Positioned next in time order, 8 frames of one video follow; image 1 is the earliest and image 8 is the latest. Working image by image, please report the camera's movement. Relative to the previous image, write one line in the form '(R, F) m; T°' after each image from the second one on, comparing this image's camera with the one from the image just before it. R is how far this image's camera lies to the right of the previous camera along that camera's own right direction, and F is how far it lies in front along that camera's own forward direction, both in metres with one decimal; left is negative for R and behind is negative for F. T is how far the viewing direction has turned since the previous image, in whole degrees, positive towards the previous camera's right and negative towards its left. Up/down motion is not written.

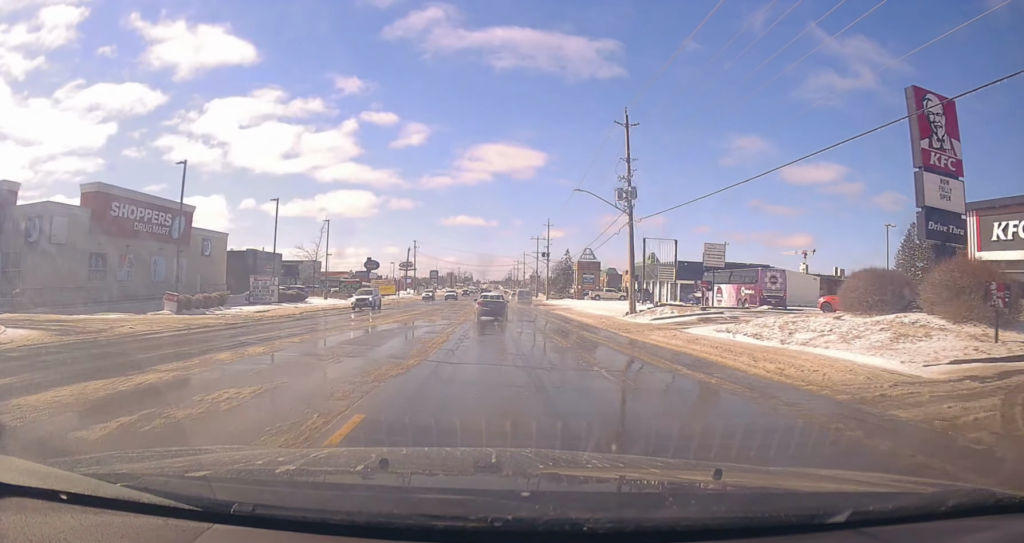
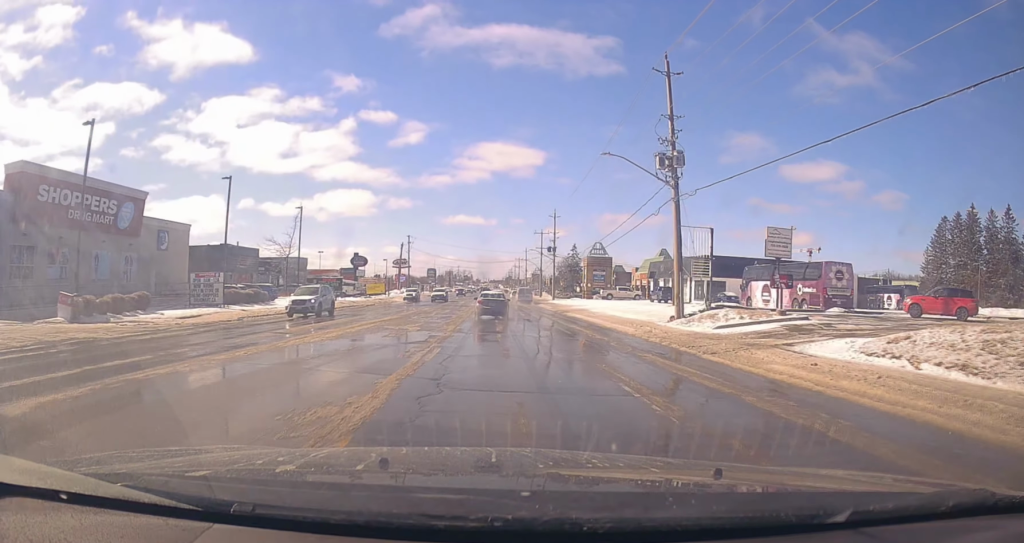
(-0.8, +9.8) m; +1°
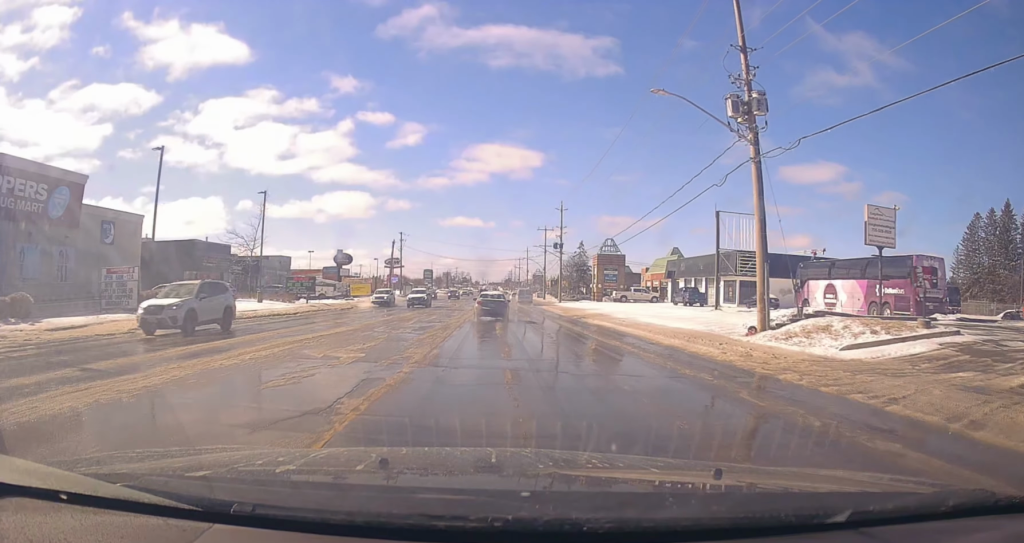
(+0.7, +9.7) m; 0°
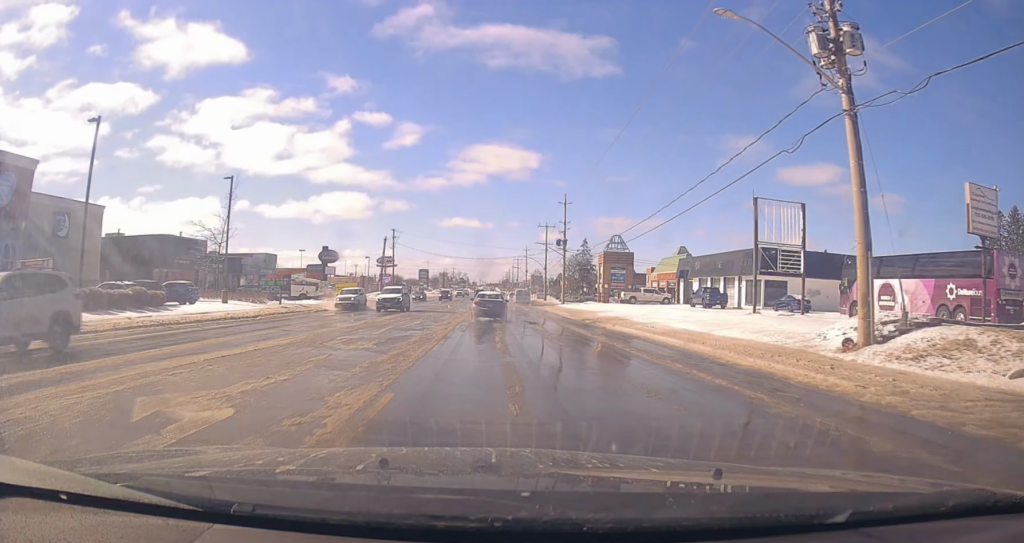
(+0.5, +6.3) m; 0°
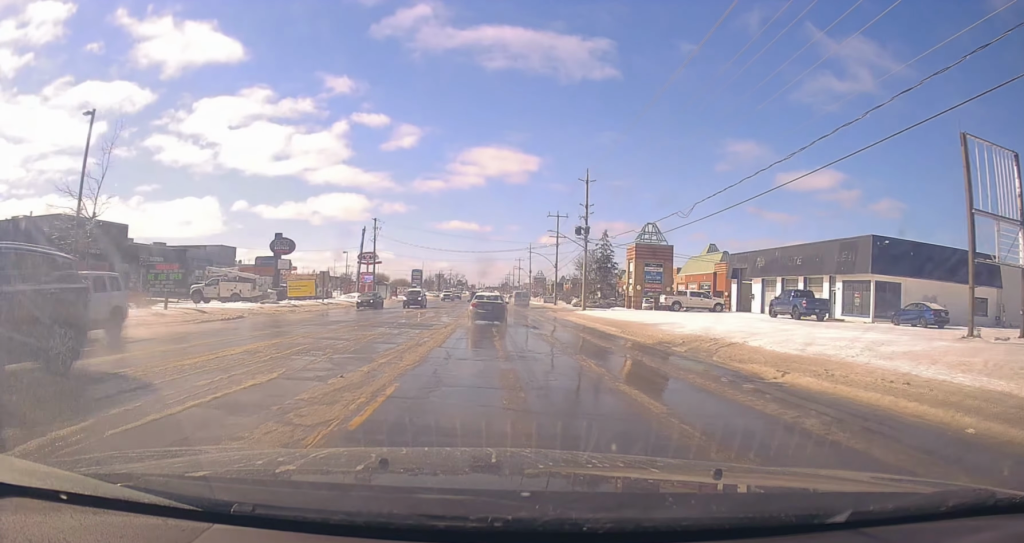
(-1.2, +17.2) m; -2°
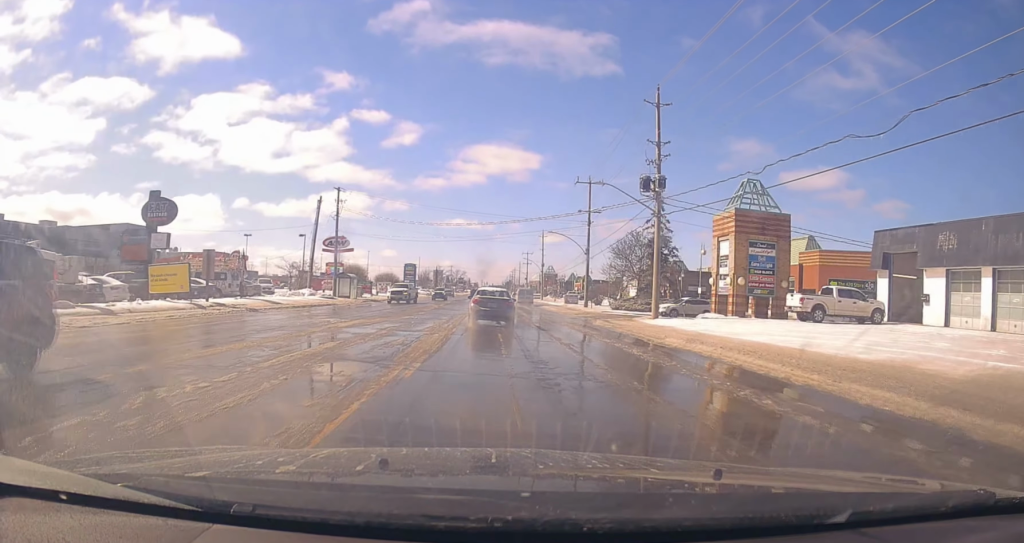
(+0.7, +24.5) m; +2°
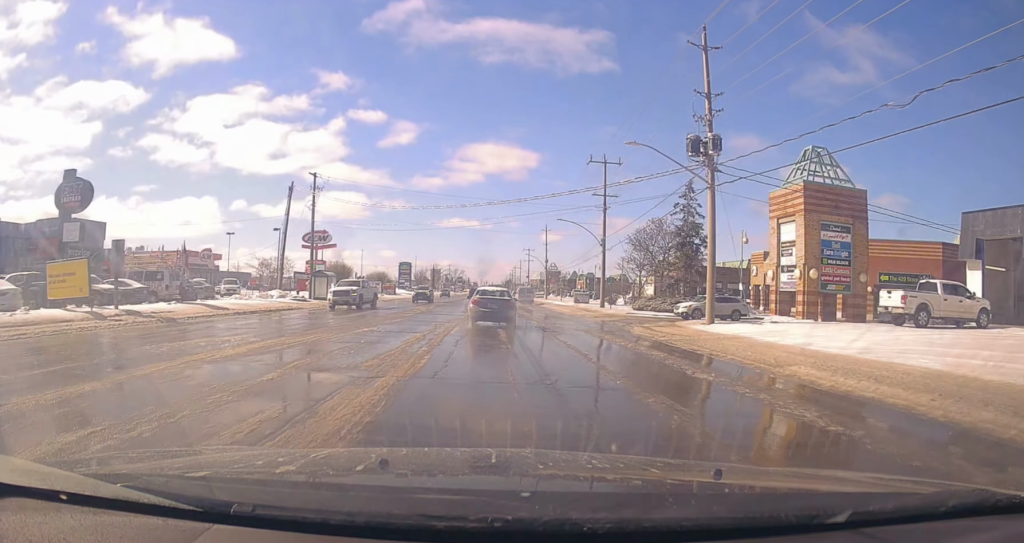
(0.0, +8.9) m; 0°
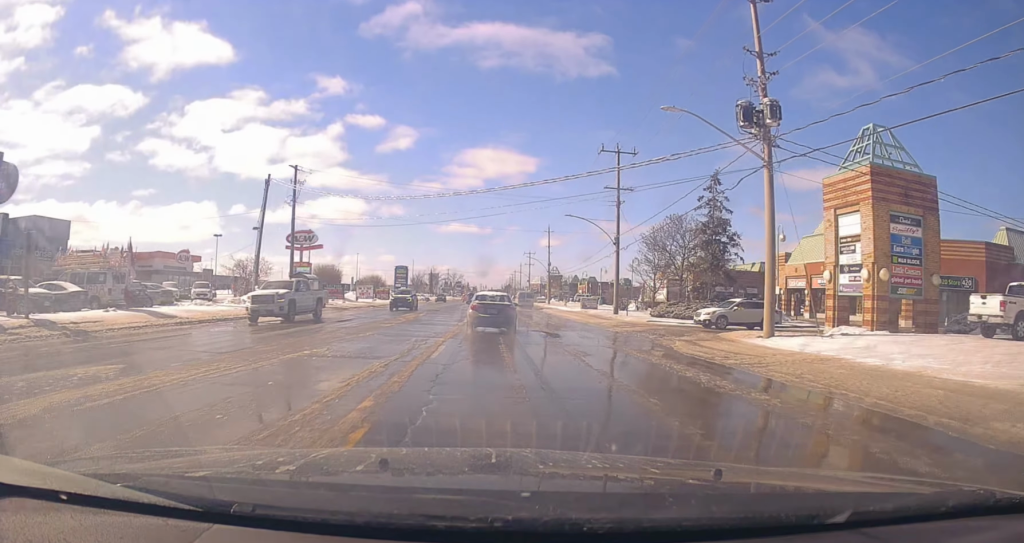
(-0.1, +6.0) m; 0°
